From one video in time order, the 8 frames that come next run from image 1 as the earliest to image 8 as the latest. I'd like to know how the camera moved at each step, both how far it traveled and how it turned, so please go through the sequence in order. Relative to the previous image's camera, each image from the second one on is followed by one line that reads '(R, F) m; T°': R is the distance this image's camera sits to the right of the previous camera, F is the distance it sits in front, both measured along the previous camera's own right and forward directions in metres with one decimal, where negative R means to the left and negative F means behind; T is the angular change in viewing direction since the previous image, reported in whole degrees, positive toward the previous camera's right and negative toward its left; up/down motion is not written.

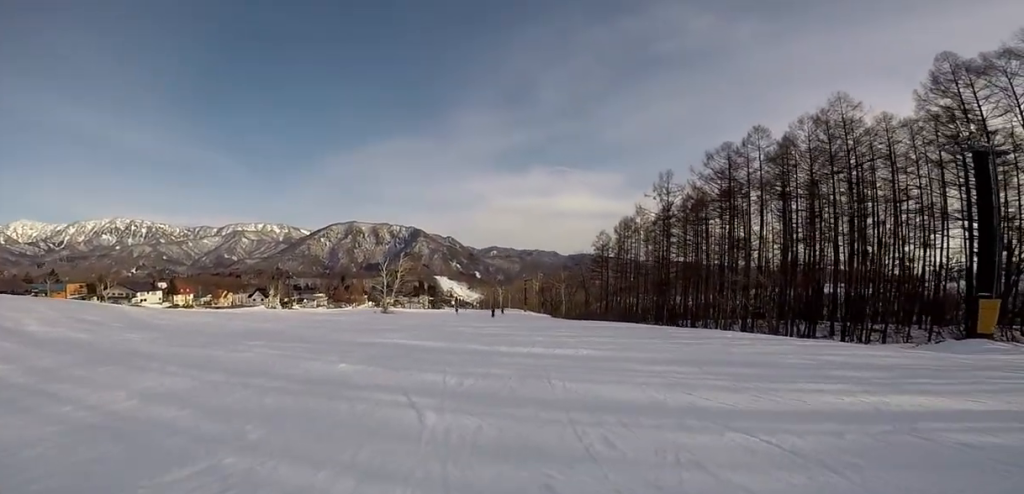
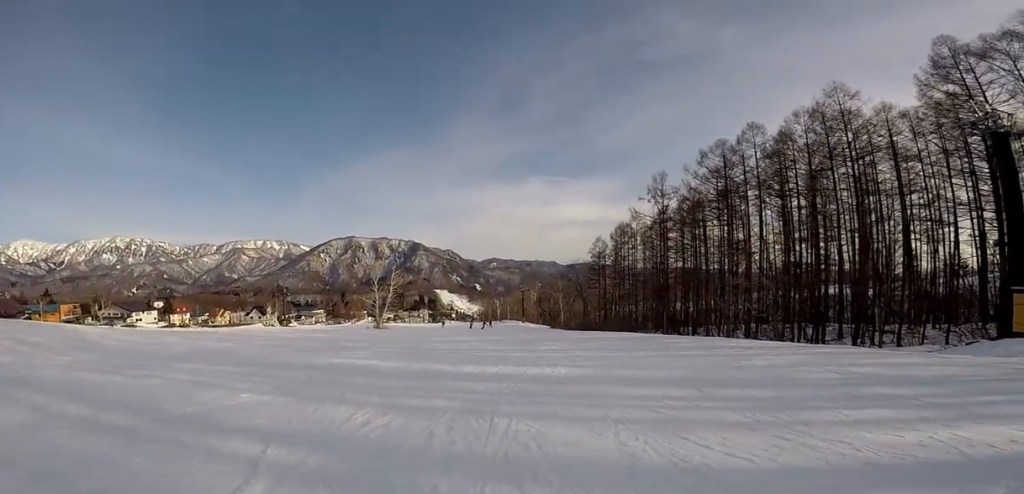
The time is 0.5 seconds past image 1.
(-0.2, +2.5) m; -4°
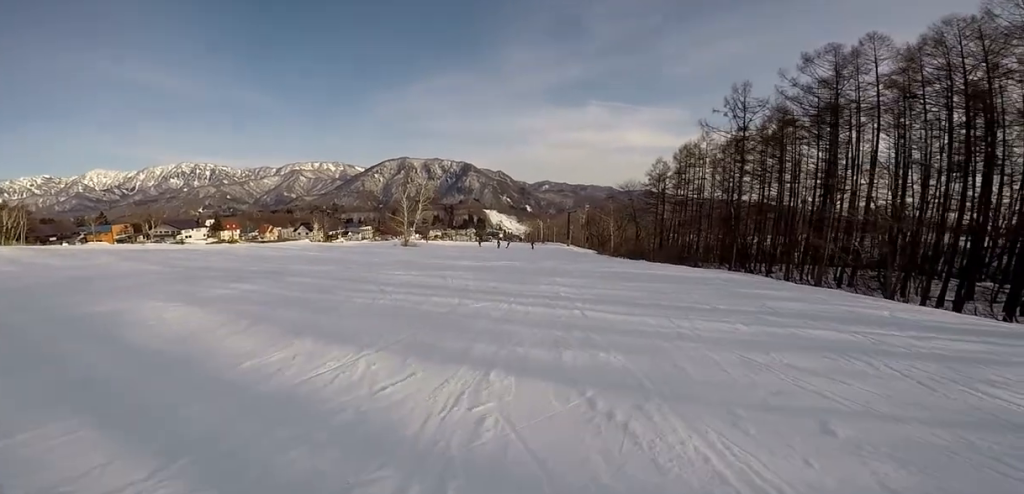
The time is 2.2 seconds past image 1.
(+0.8, +8.0) m; +4°
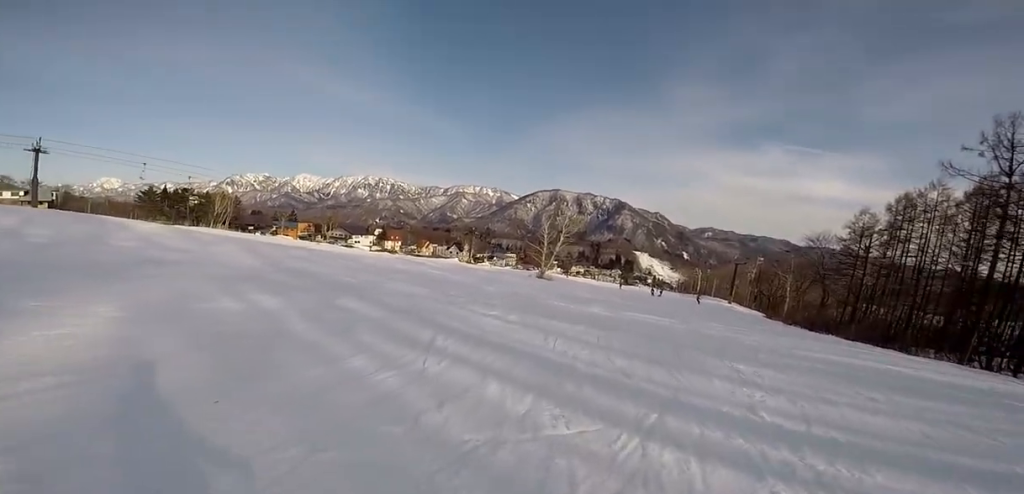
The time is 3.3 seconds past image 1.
(-0.7, +5.1) m; -35°
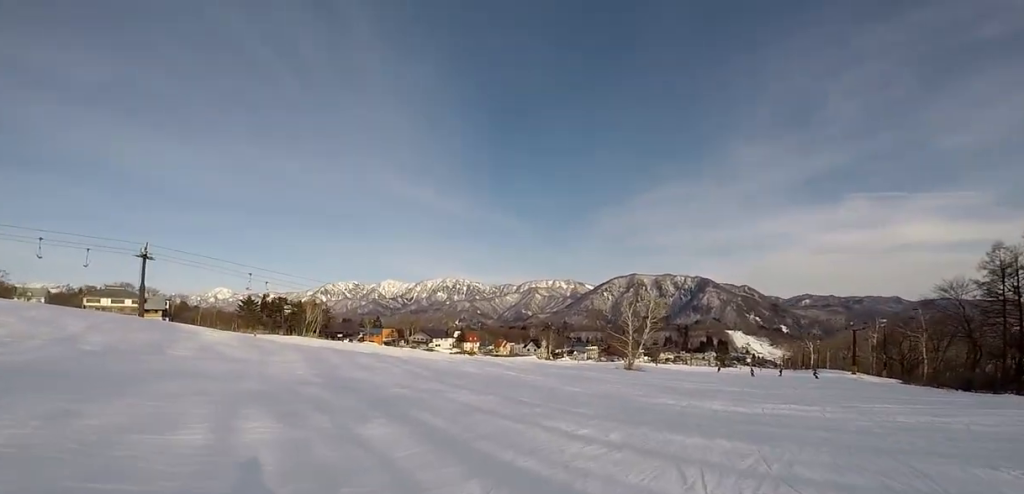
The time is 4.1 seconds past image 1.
(-1.6, +3.4) m; -20°
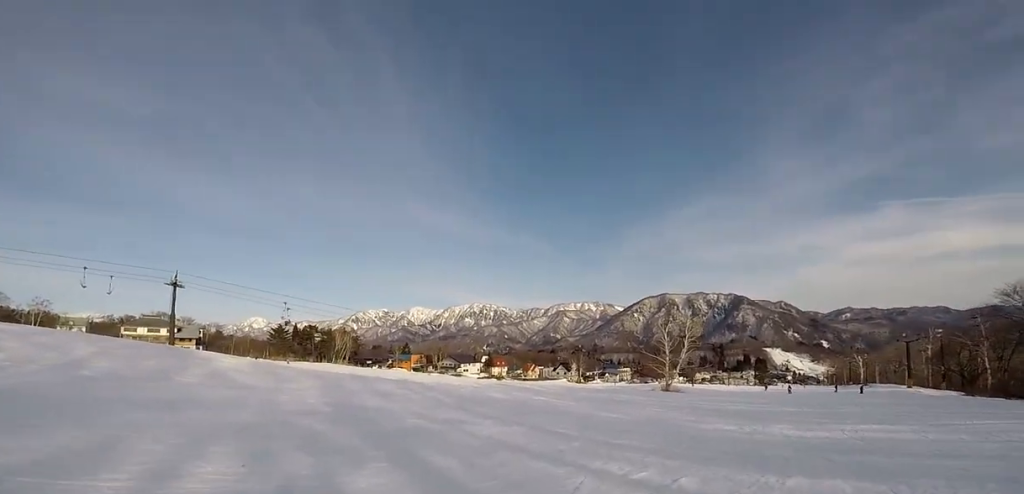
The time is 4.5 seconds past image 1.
(-0.2, +2.1) m; -5°
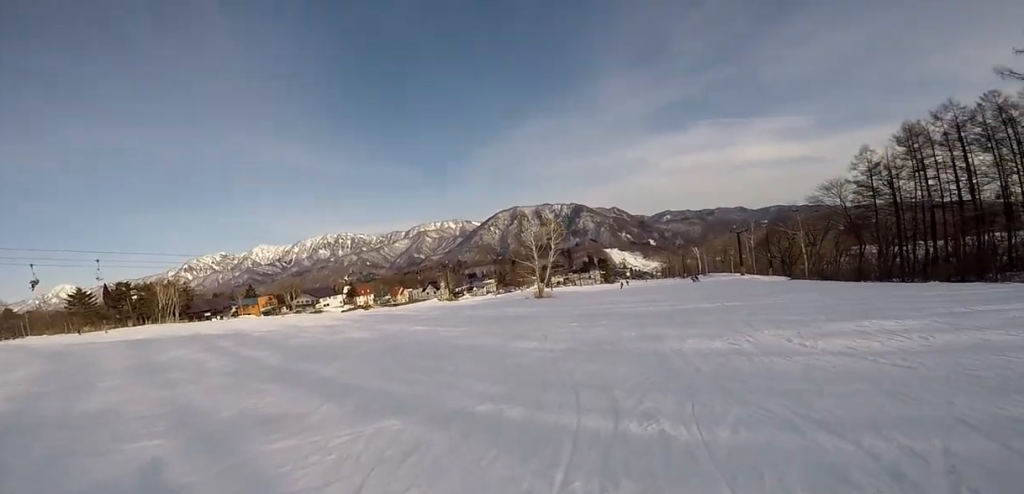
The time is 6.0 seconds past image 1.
(0.0, +7.4) m; +12°
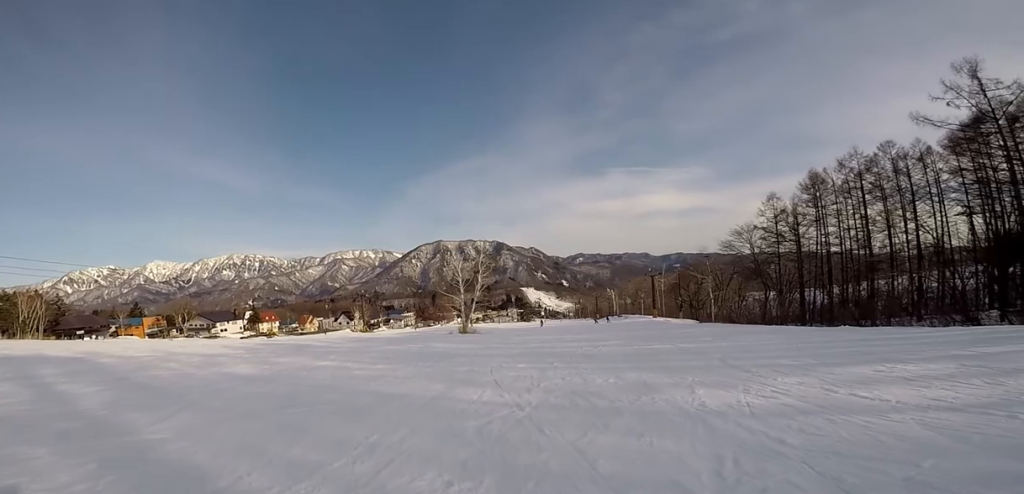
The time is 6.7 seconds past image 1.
(+0.4, +3.6) m; +6°
